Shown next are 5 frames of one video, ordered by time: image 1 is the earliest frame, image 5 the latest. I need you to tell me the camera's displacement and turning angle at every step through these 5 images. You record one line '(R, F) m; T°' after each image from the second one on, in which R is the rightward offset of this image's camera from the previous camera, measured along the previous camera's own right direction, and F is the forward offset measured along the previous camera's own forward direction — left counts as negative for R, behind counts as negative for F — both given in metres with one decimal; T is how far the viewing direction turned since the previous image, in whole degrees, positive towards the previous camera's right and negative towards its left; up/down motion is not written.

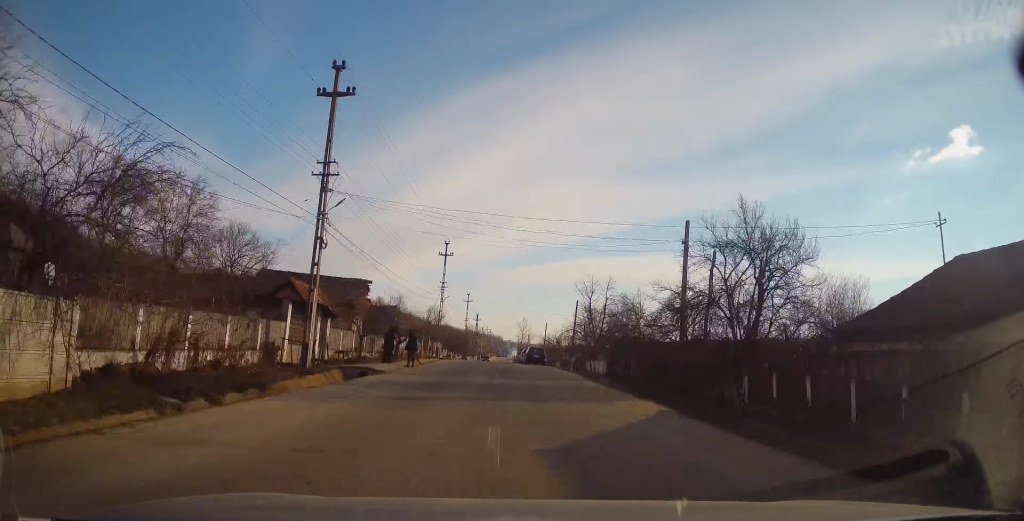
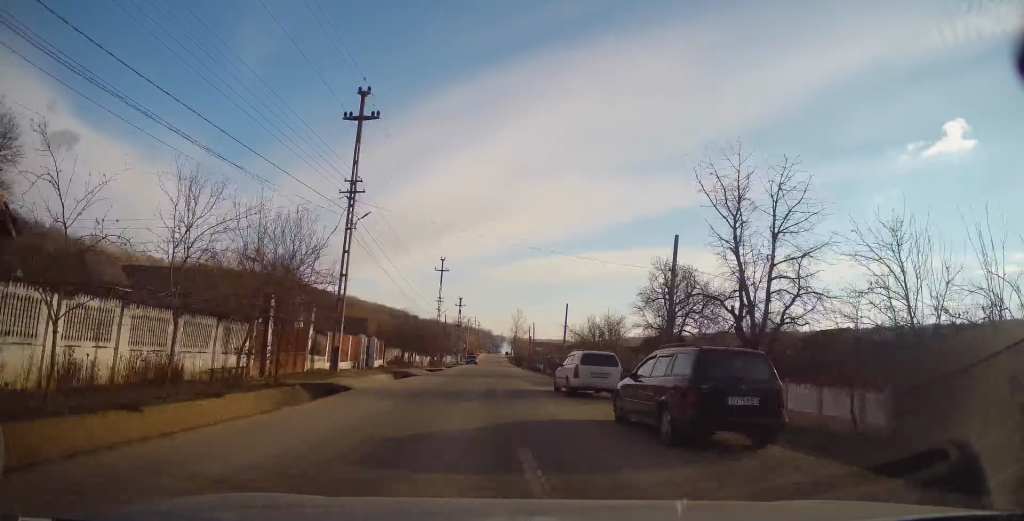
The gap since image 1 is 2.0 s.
(+1.8, +35.5) m; +3°
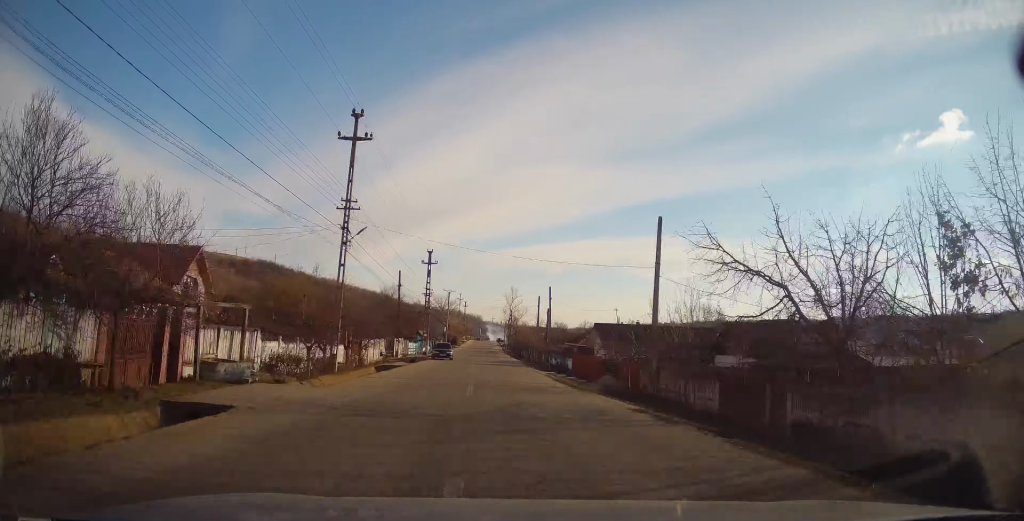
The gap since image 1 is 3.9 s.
(+0.1, +36.0) m; +1°
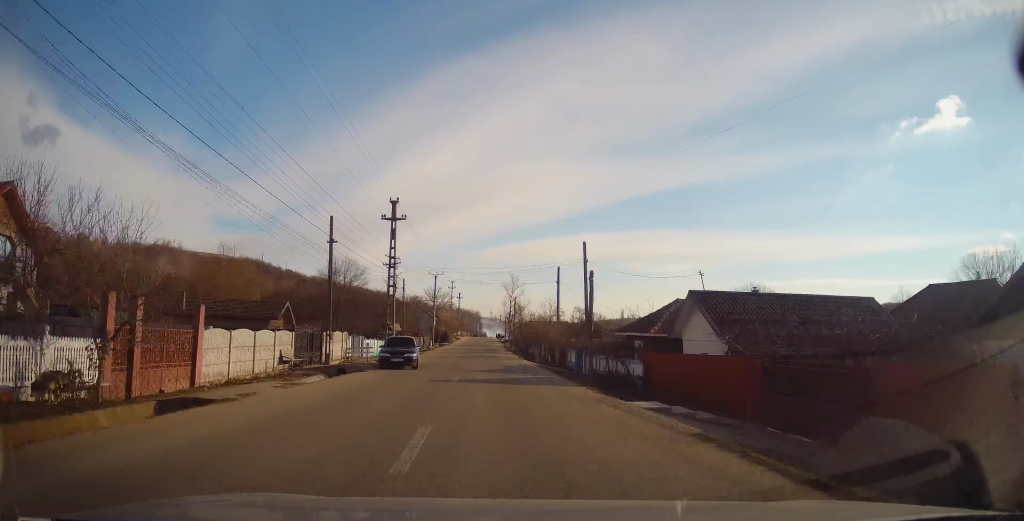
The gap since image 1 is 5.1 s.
(-0.4, +21.1) m; 0°
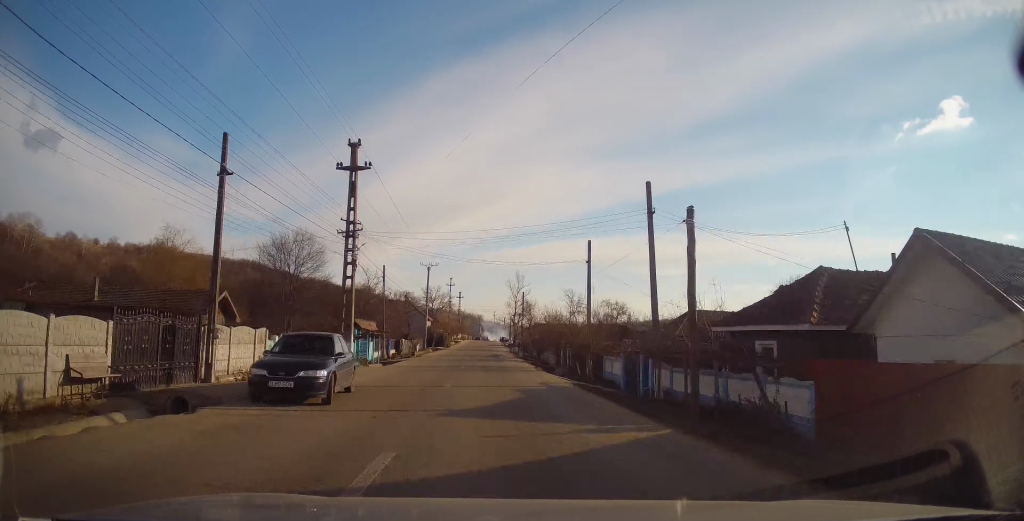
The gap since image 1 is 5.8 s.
(+0.3, +13.5) m; 0°
